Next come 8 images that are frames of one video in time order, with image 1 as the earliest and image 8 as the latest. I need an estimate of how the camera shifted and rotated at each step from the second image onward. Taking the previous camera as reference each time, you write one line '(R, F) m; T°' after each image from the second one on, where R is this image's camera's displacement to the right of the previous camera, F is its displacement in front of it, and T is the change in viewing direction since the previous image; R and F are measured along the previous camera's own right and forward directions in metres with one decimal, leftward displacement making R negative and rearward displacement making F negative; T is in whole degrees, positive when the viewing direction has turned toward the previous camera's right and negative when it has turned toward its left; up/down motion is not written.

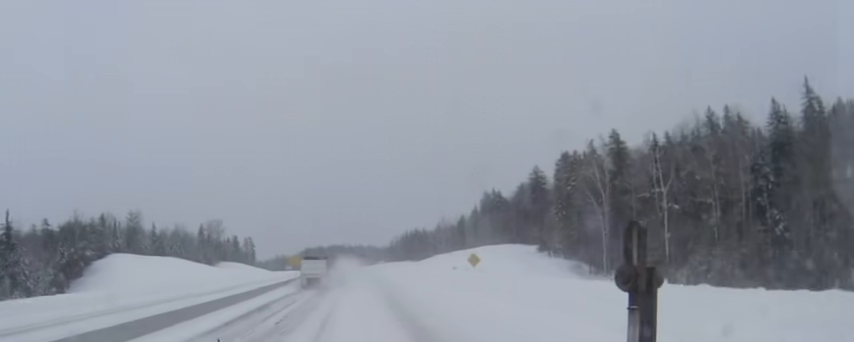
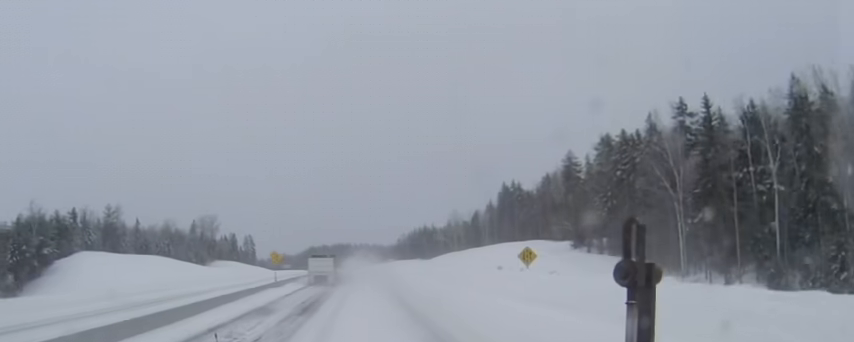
(-0.1, +21.1) m; 0°
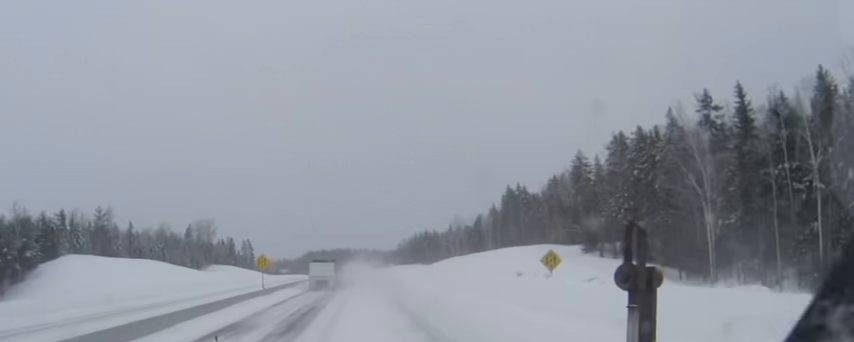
(0.0, +6.4) m; 0°
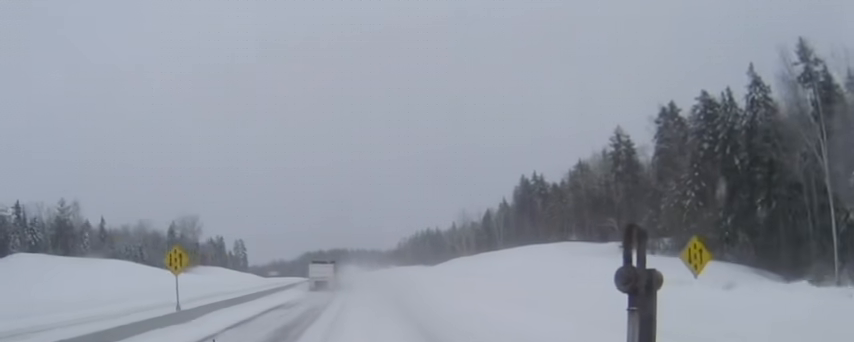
(+0.1, +20.7) m; 0°
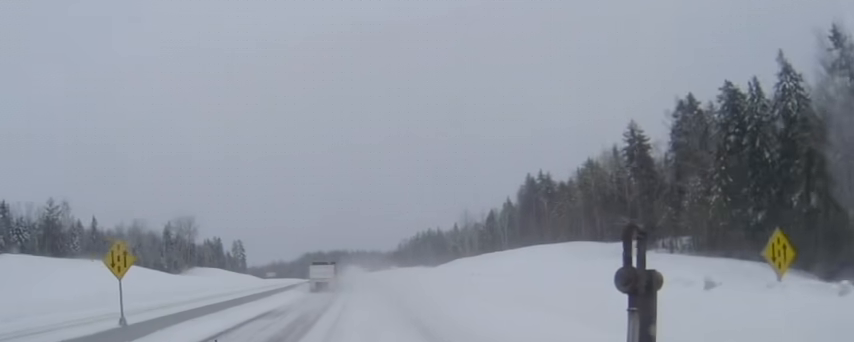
(0.0, +6.0) m; 0°
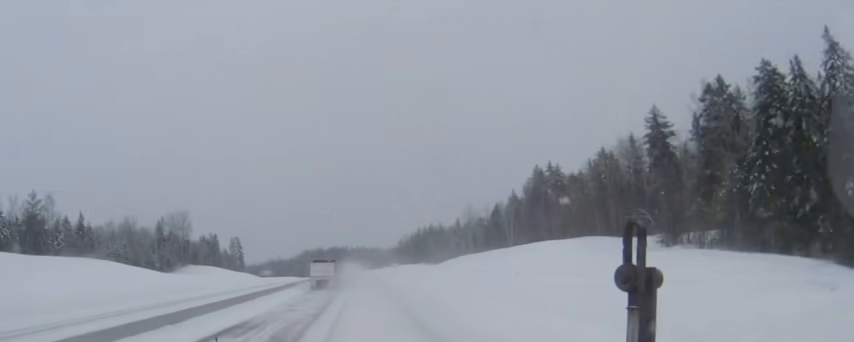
(0.0, +8.3) m; 0°
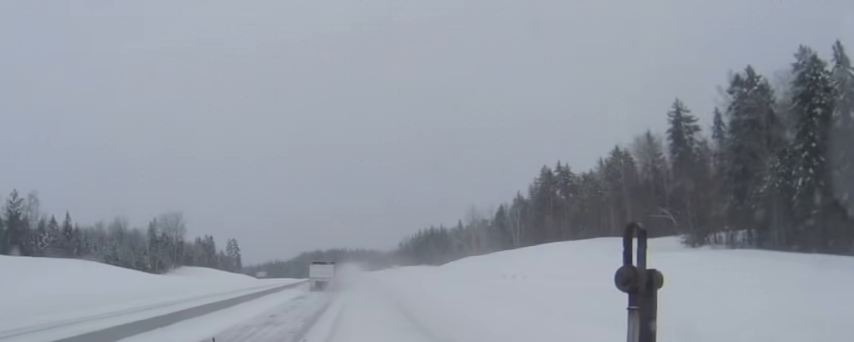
(0.0, +7.8) m; 0°
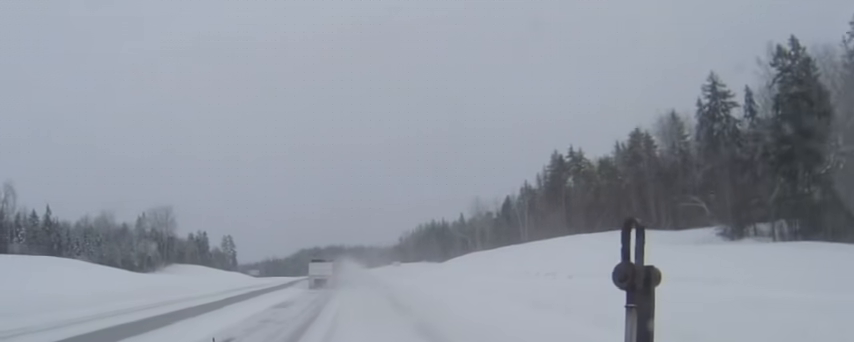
(0.0, +10.1) m; 0°
